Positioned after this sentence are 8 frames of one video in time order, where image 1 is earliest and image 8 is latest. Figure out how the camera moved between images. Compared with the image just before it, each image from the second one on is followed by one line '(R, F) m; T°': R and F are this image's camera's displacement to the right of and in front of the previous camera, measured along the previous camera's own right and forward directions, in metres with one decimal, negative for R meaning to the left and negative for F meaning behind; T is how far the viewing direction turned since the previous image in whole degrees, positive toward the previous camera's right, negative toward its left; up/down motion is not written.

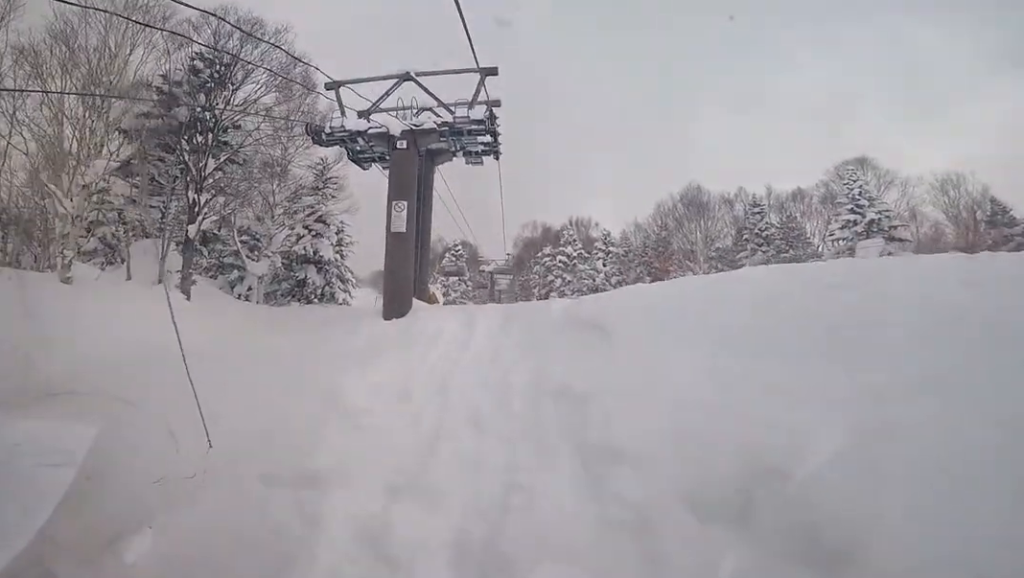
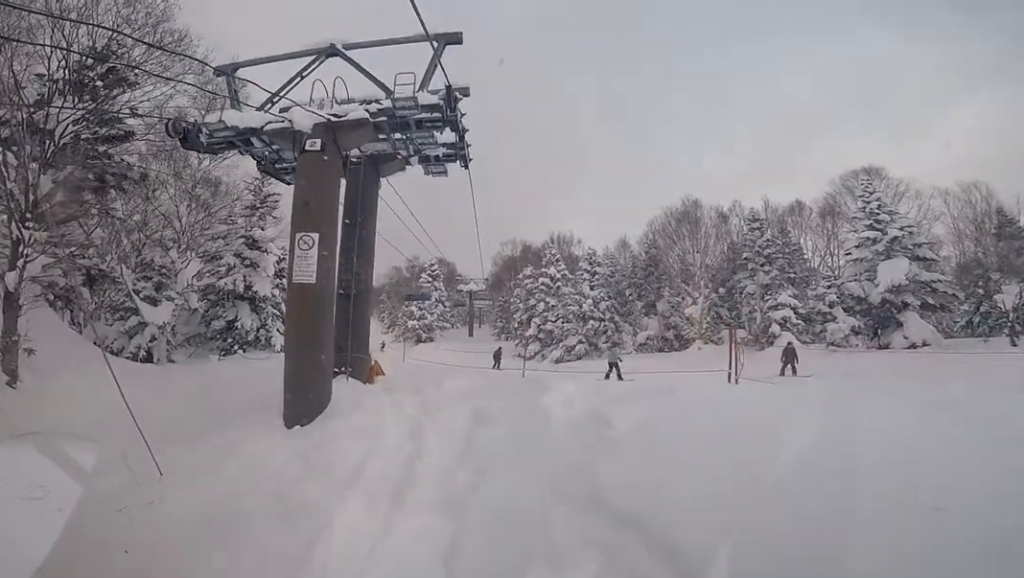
(+0.5, +6.6) m; +7°
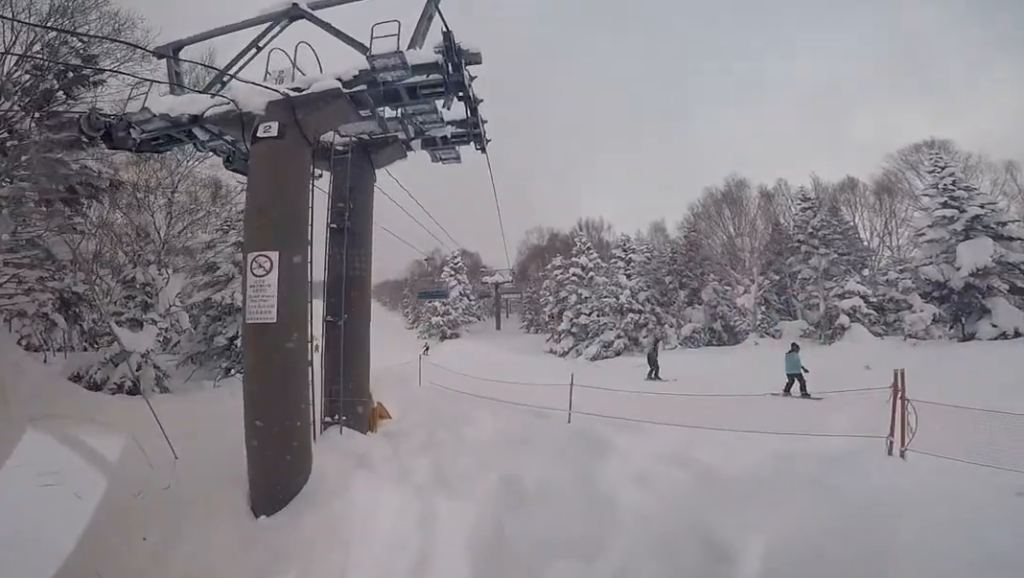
(+0.5, +3.1) m; +7°
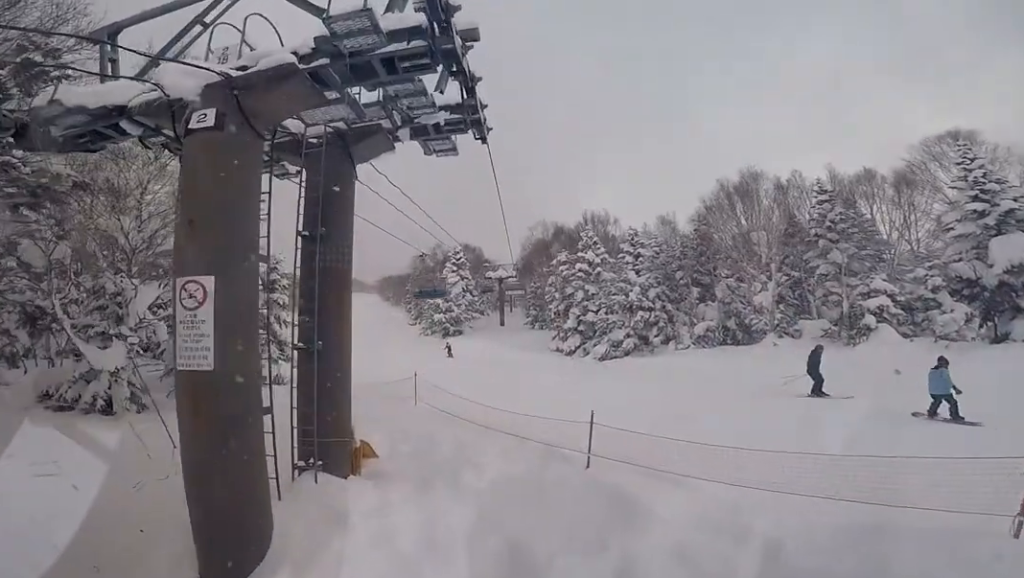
(+0.1, +1.8) m; 0°
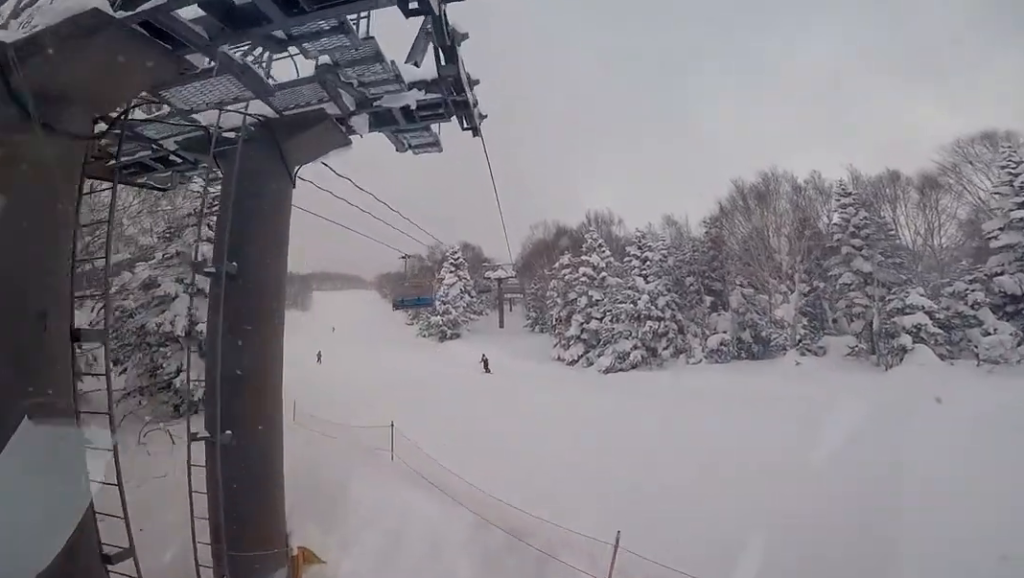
(+0.2, +2.9) m; -11°
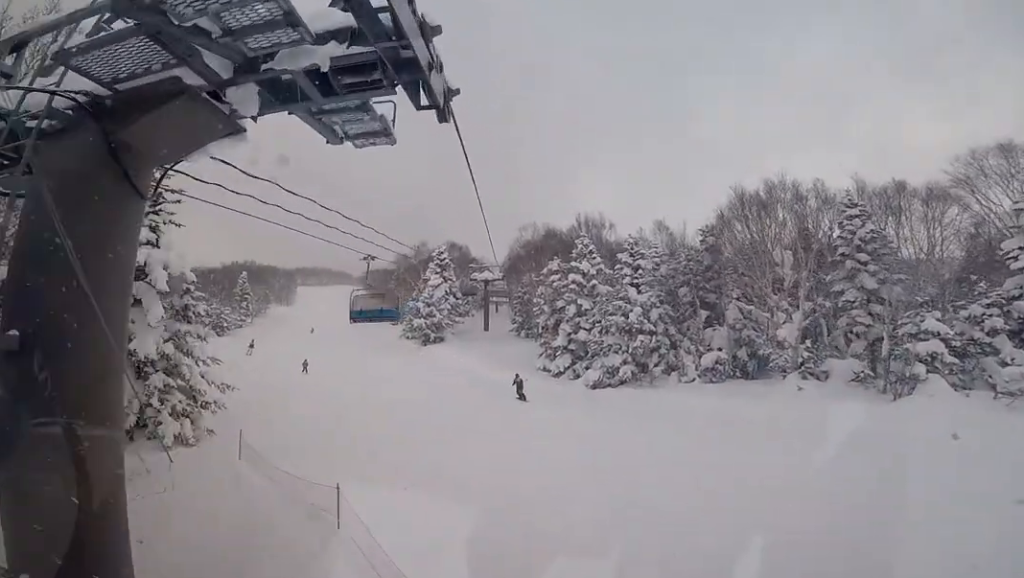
(-0.7, +2.2) m; -4°
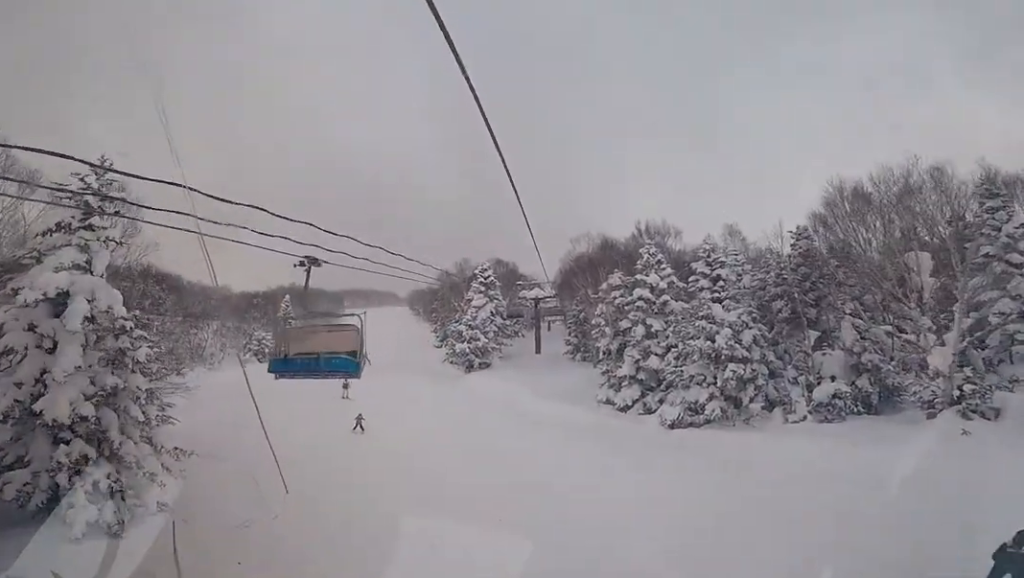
(+0.3, +4.8) m; -3°
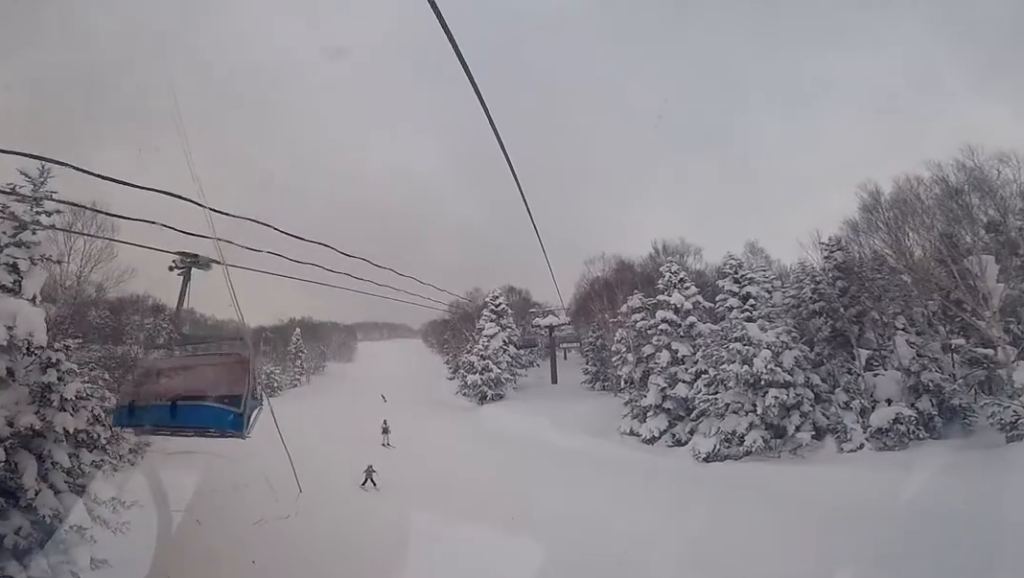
(-0.6, +2.2) m; -4°
